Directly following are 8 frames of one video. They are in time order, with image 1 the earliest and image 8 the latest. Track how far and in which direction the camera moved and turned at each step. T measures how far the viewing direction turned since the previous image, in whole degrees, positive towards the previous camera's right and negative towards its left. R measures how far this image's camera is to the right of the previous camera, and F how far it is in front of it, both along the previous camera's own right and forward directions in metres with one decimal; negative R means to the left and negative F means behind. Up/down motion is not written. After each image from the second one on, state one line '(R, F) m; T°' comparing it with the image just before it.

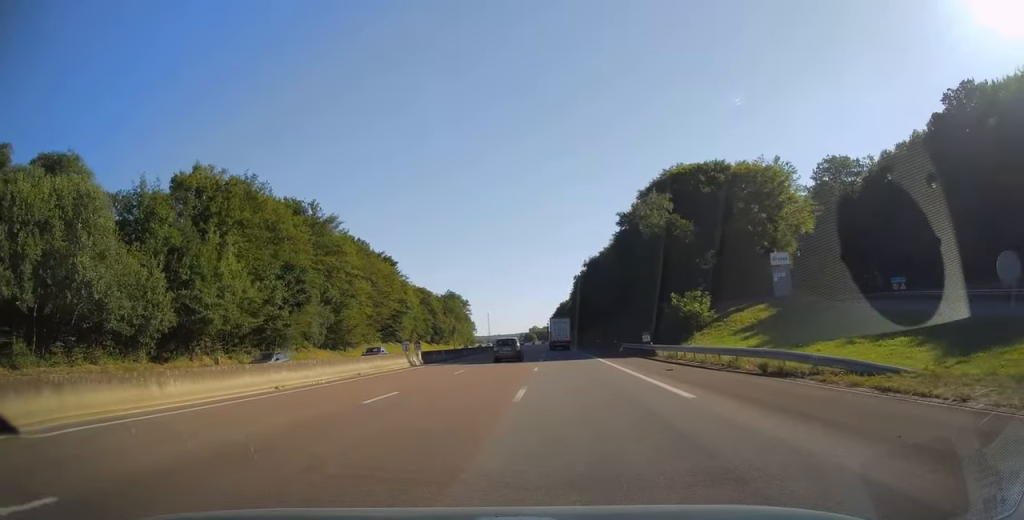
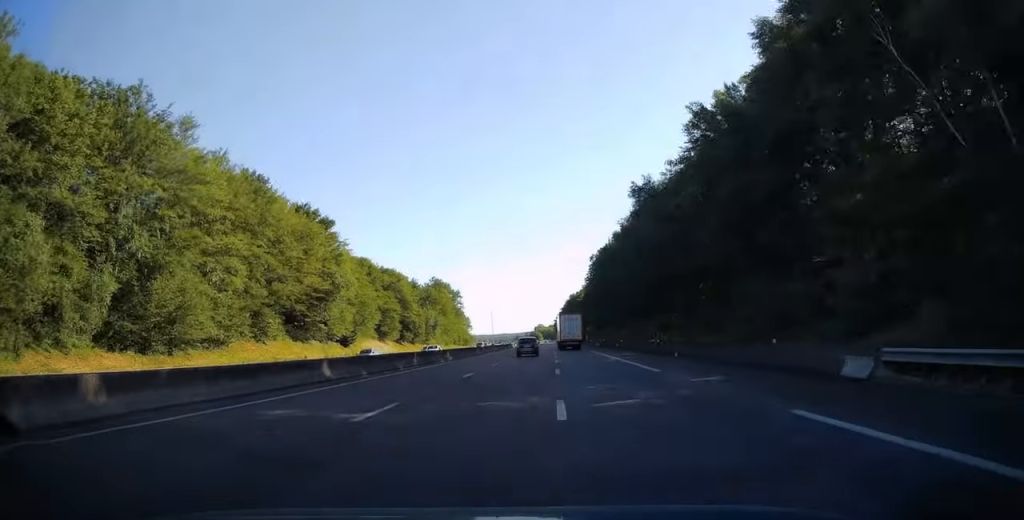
(-0.3, +42.1) m; -1°
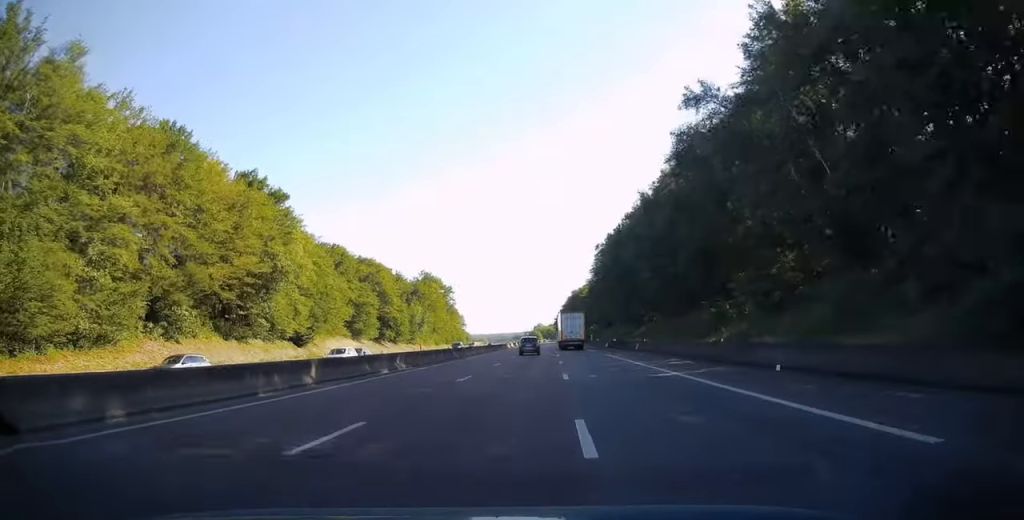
(0.0, +16.1) m; 0°
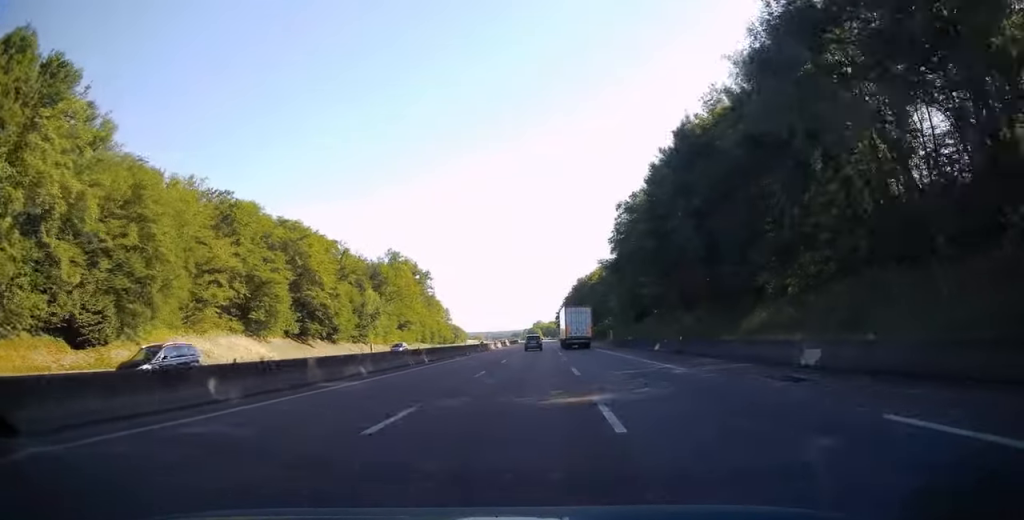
(0.0, +37.0) m; 0°
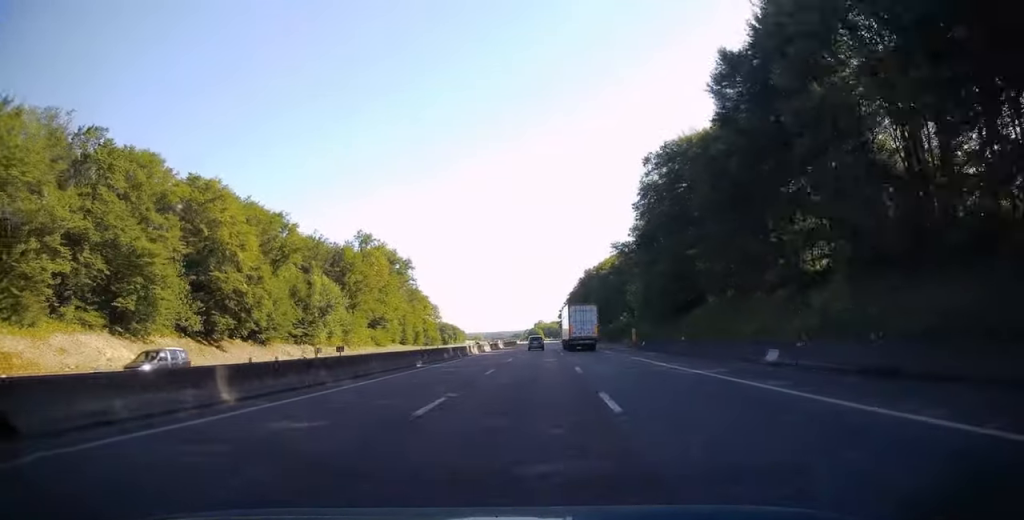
(0.0, +23.4) m; 0°
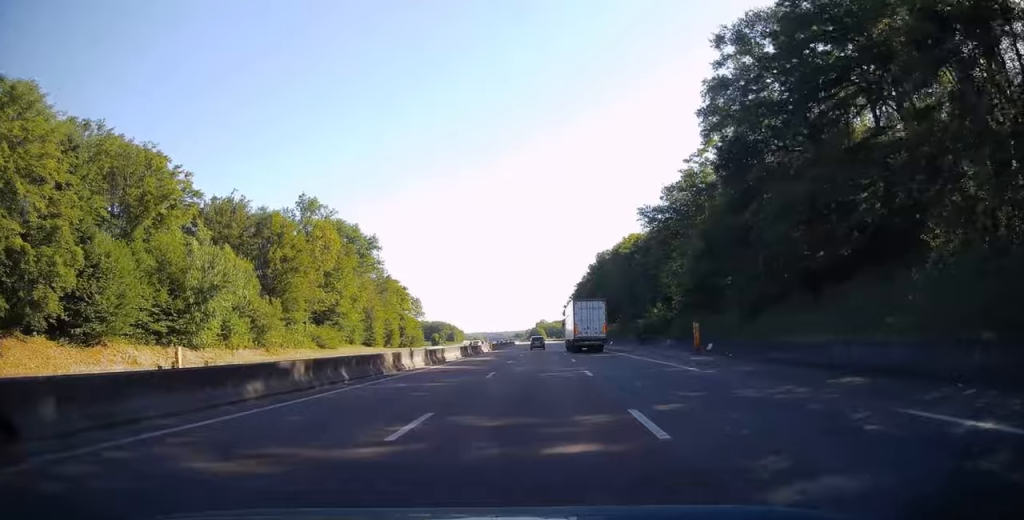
(0.0, +28.7) m; 0°
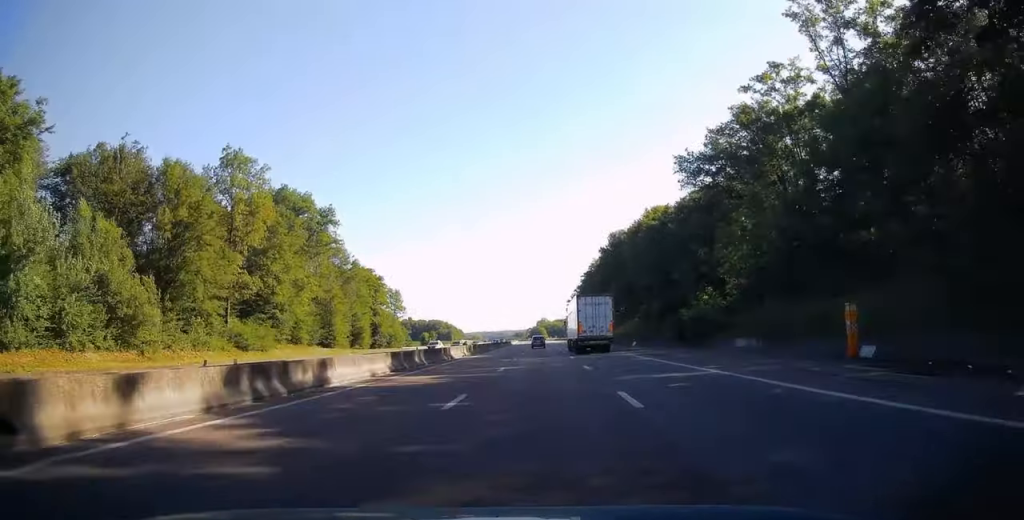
(-0.2, +22.4) m; 0°
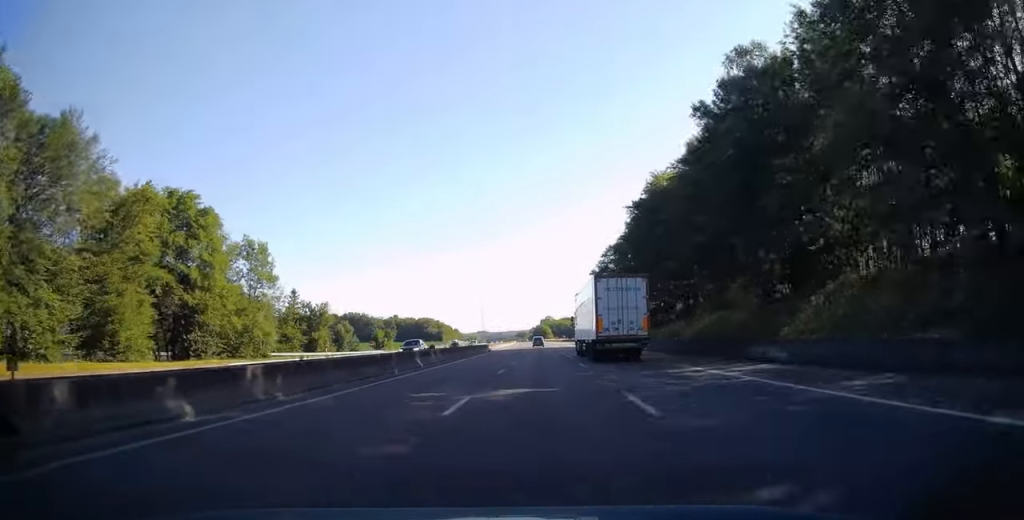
(+0.3, +65.2) m; 0°
